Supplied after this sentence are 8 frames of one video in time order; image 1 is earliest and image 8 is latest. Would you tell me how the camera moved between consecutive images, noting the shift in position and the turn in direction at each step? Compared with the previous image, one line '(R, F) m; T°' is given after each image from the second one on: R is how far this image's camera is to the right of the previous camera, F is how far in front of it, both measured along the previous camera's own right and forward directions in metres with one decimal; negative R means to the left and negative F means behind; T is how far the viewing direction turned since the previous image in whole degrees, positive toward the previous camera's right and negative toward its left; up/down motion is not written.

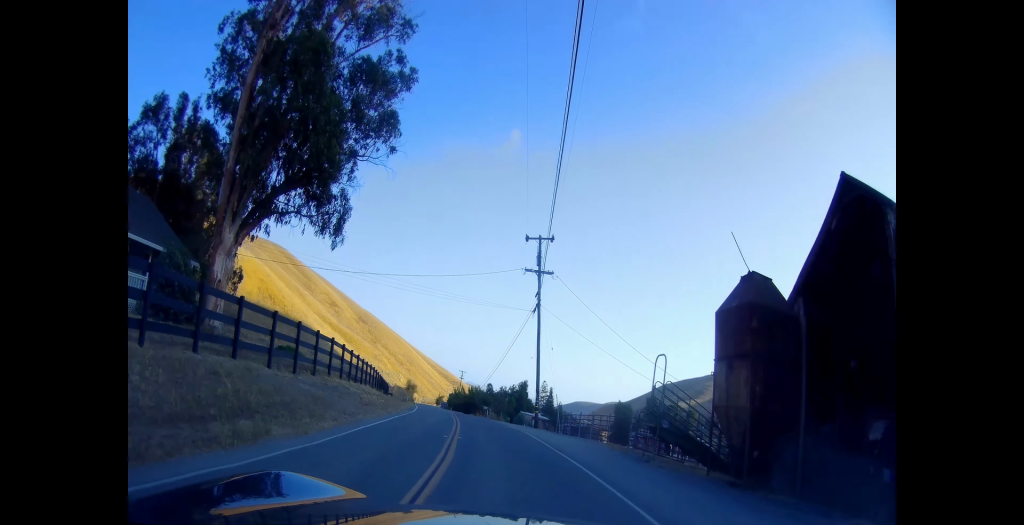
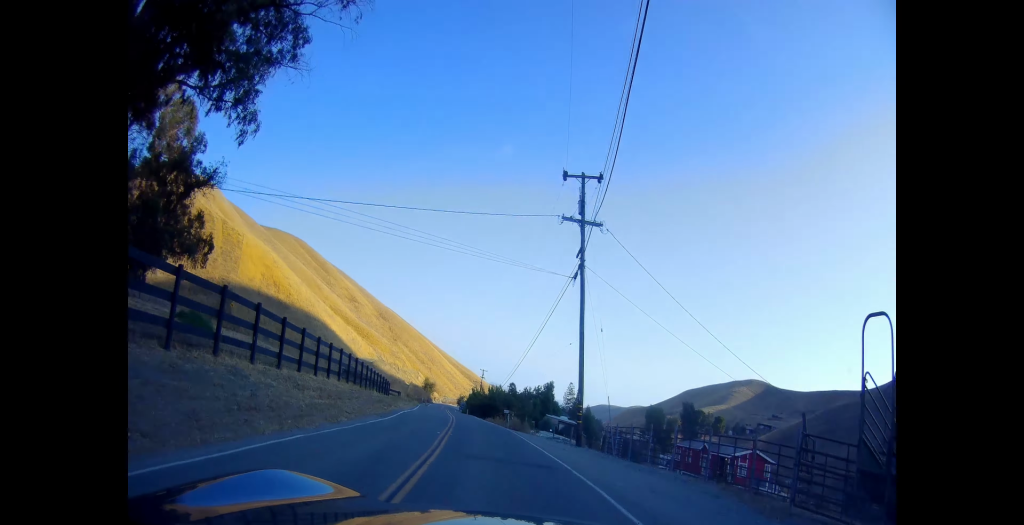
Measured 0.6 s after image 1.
(+0.3, +11.7) m; -2°
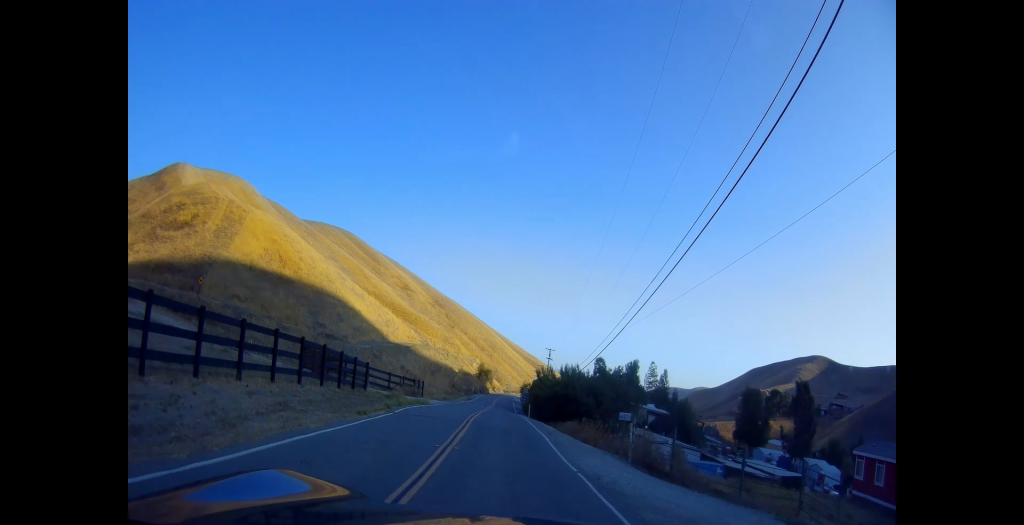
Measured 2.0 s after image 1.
(-2.2, +29.0) m; -6°
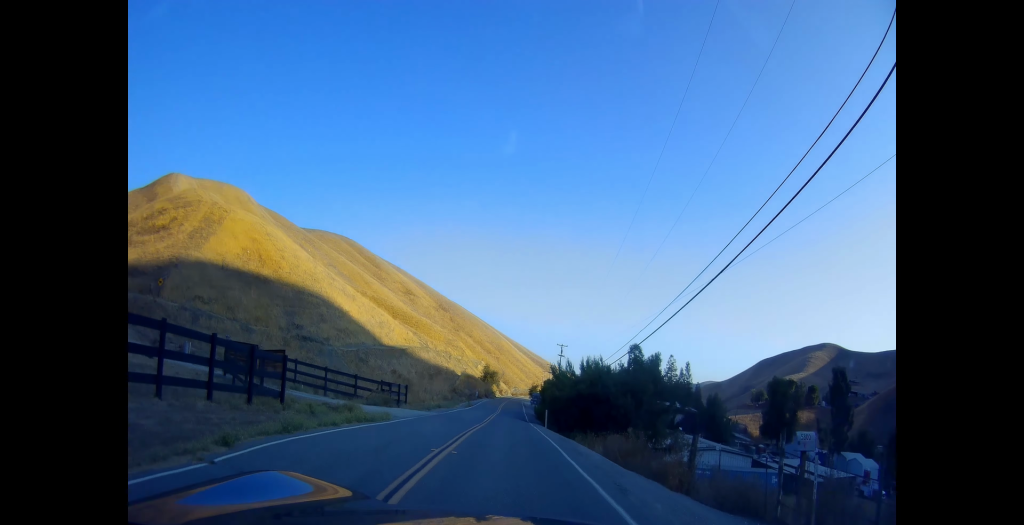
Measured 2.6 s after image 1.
(-0.1, +11.6) m; -2°
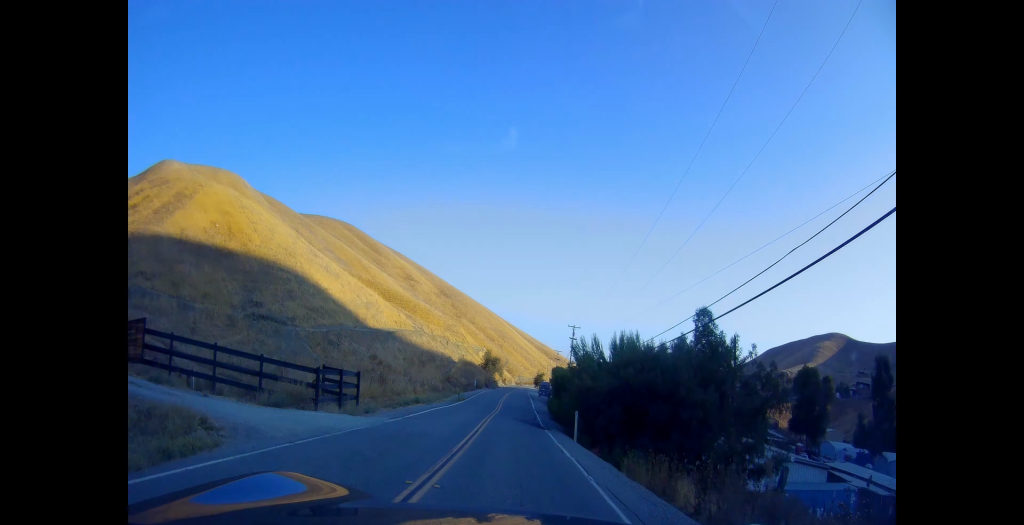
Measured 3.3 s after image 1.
(-0.3, +13.4) m; 0°
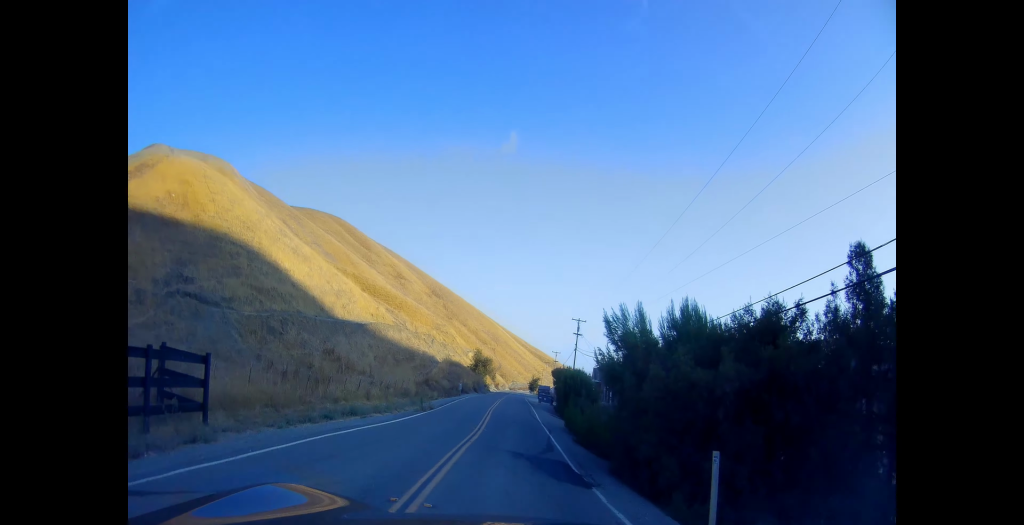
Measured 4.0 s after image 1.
(0.0, +13.6) m; 0°
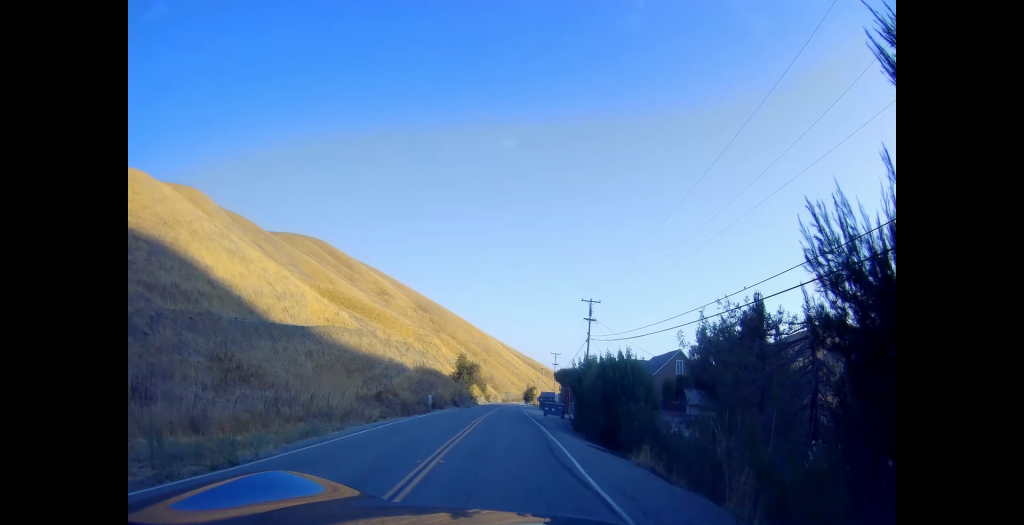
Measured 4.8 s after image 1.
(+0.3, +17.4) m; 0°
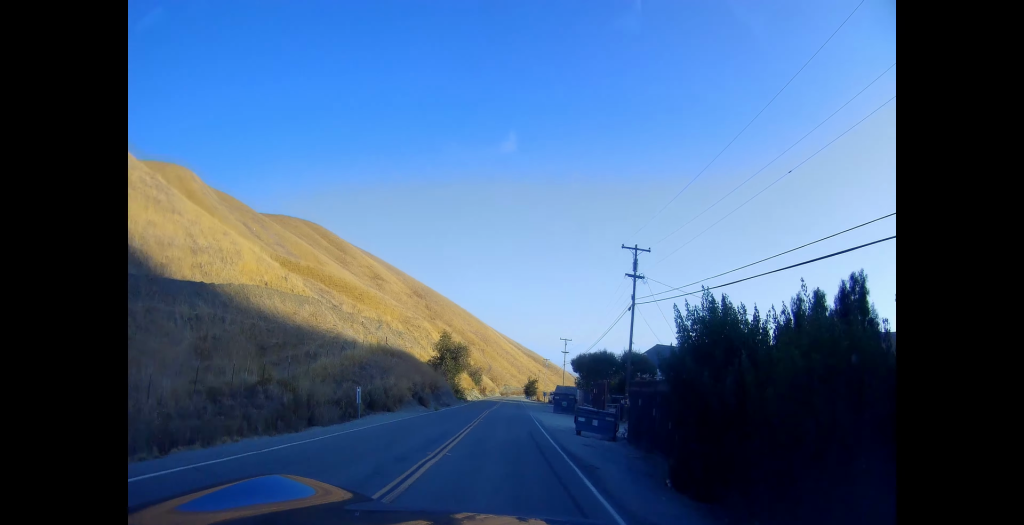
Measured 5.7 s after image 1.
(-0.5, +19.9) m; 0°
